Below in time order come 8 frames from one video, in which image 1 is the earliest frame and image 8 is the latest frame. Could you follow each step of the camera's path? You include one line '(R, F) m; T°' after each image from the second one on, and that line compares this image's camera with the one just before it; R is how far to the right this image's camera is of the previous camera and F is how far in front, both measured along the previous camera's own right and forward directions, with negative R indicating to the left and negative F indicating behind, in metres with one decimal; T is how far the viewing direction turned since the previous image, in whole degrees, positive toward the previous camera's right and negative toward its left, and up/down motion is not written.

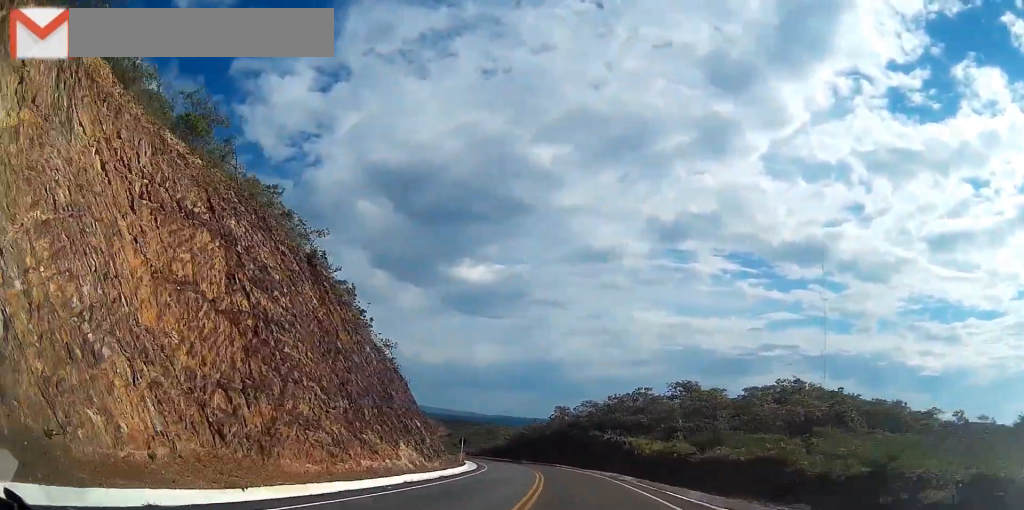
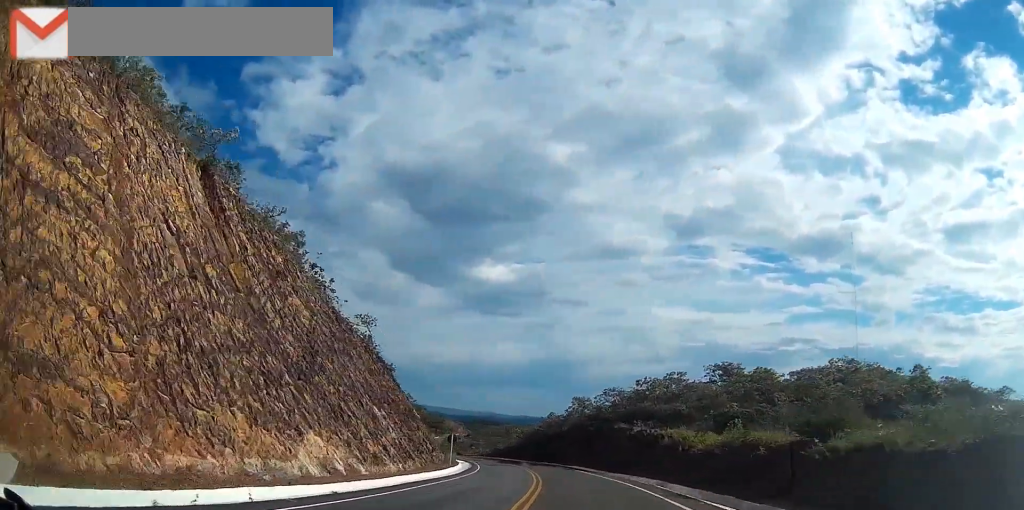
(-0.3, +13.6) m; -2°
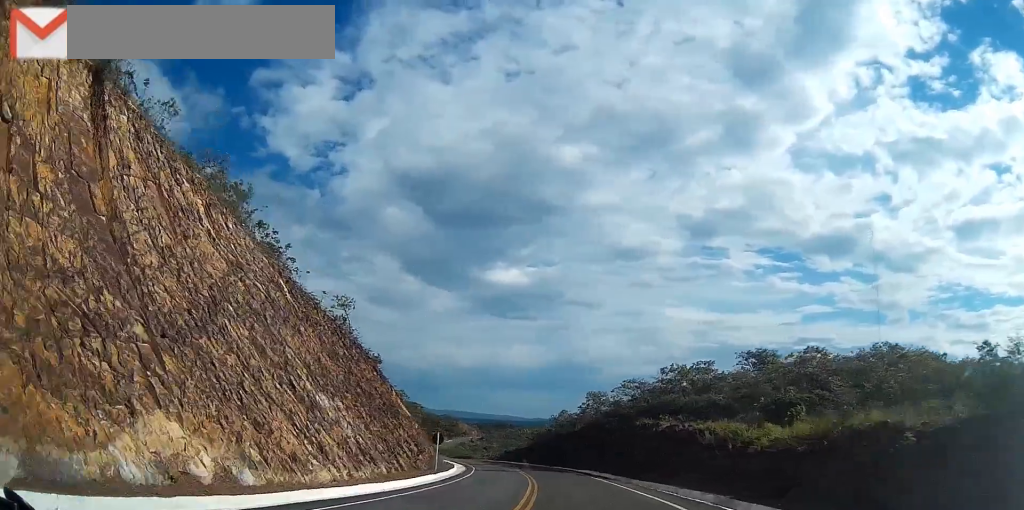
(-0.1, +9.2) m; -1°
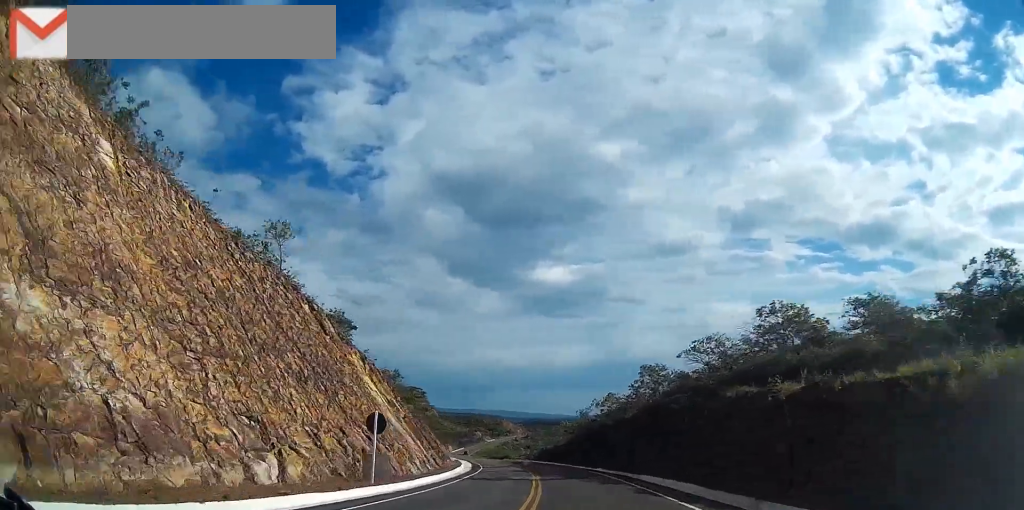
(-0.1, +18.5) m; -3°
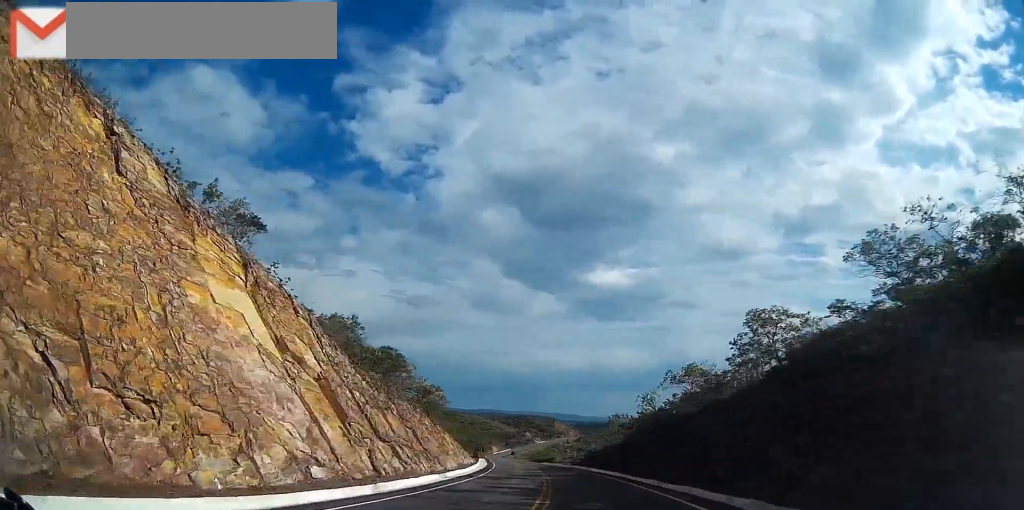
(-0.8, +22.6) m; -5°
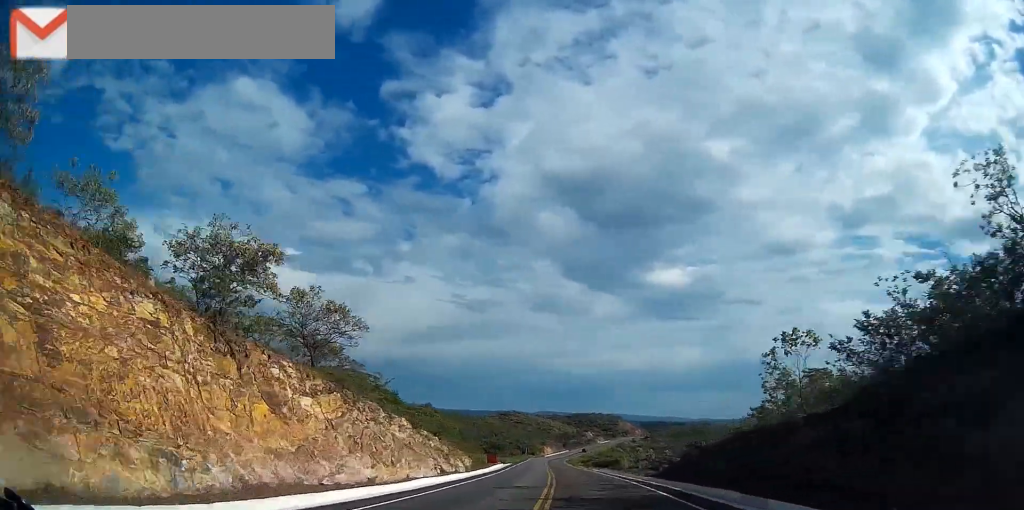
(-3.1, +39.1) m; -7°
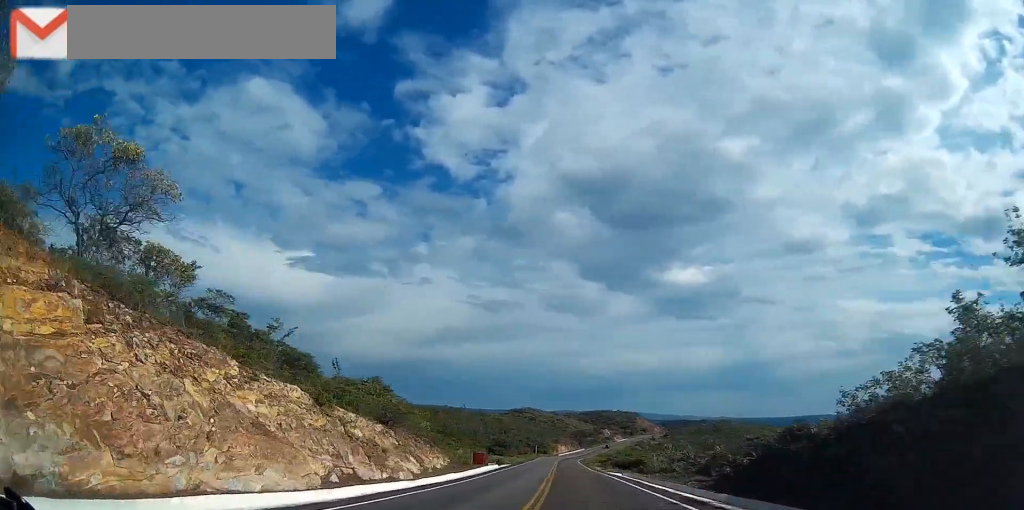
(-0.3, +16.6) m; -2°
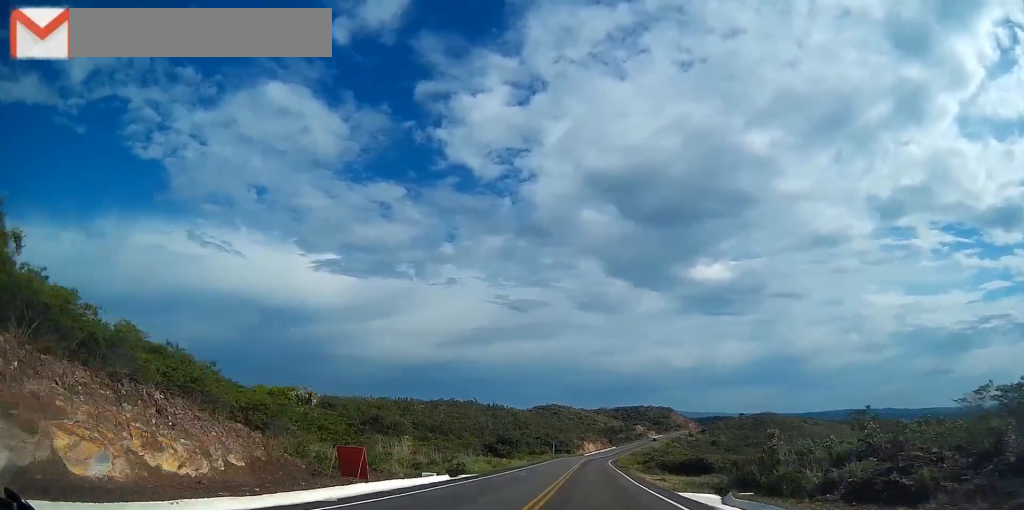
(-0.9, +28.8) m; -3°
